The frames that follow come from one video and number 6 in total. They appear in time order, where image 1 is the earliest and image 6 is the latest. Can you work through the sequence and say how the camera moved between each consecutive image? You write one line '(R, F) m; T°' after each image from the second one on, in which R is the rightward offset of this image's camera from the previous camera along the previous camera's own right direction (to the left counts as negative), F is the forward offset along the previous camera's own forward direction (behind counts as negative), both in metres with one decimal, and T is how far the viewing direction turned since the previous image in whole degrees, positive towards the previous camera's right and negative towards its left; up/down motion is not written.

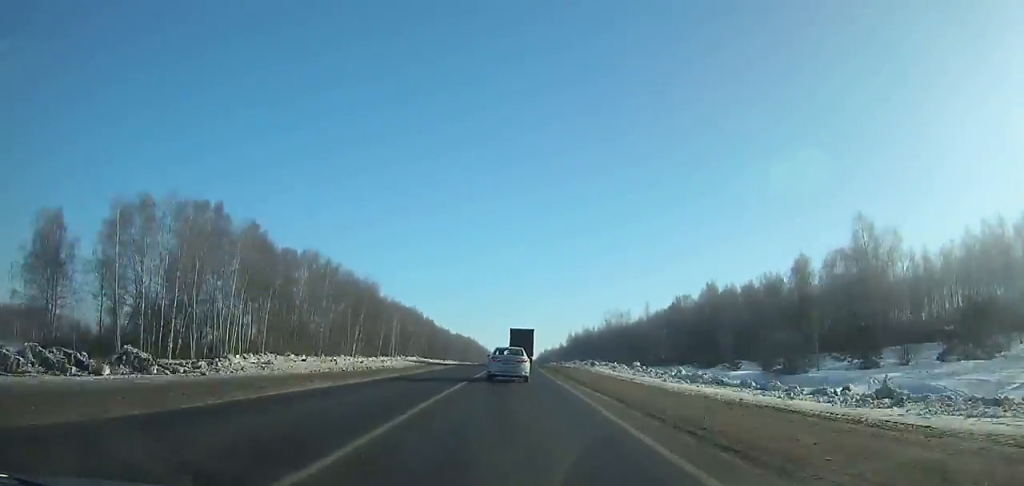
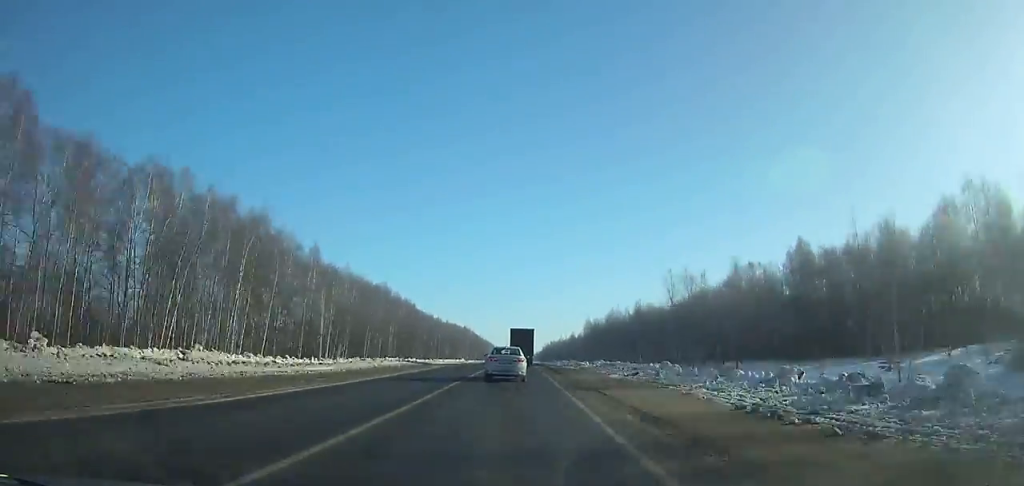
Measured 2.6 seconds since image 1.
(+0.1, +53.0) m; 0°
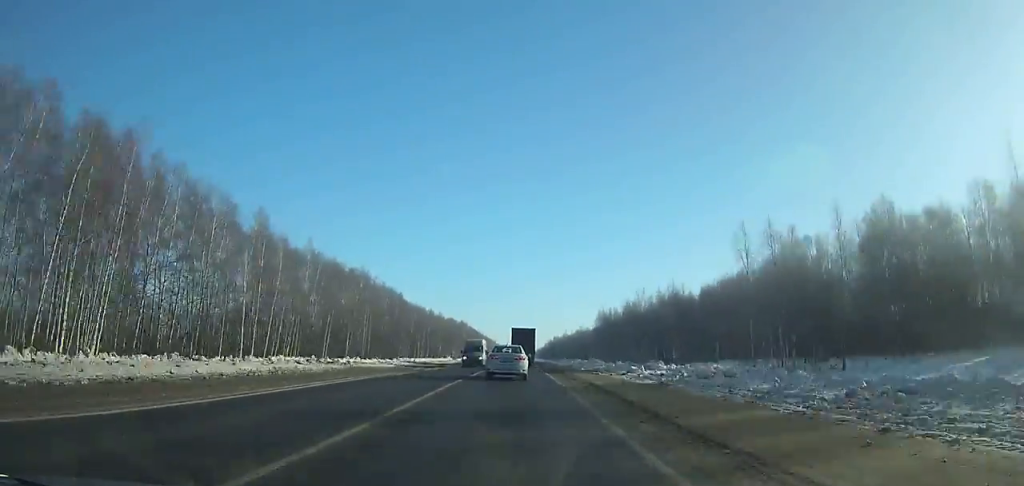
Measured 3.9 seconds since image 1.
(0.0, +26.4) m; 0°
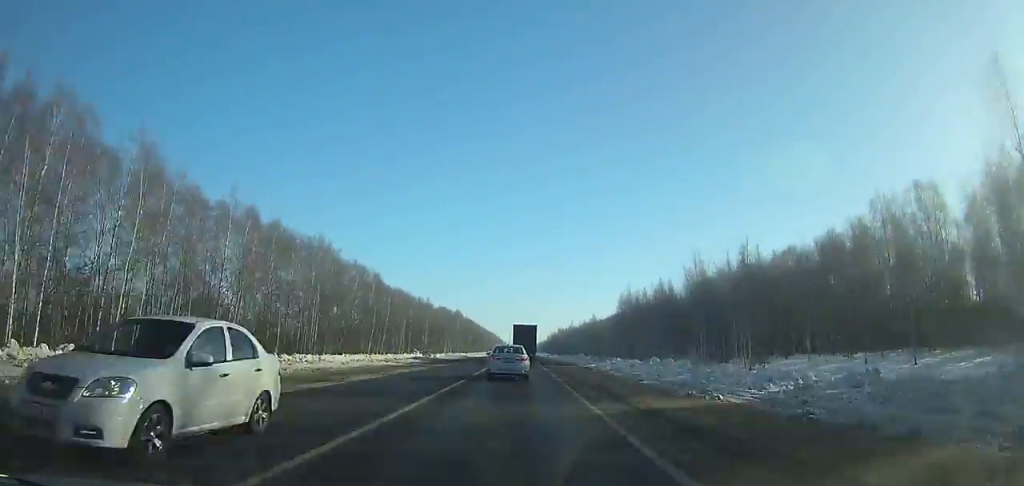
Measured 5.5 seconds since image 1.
(-0.2, +32.4) m; 0°
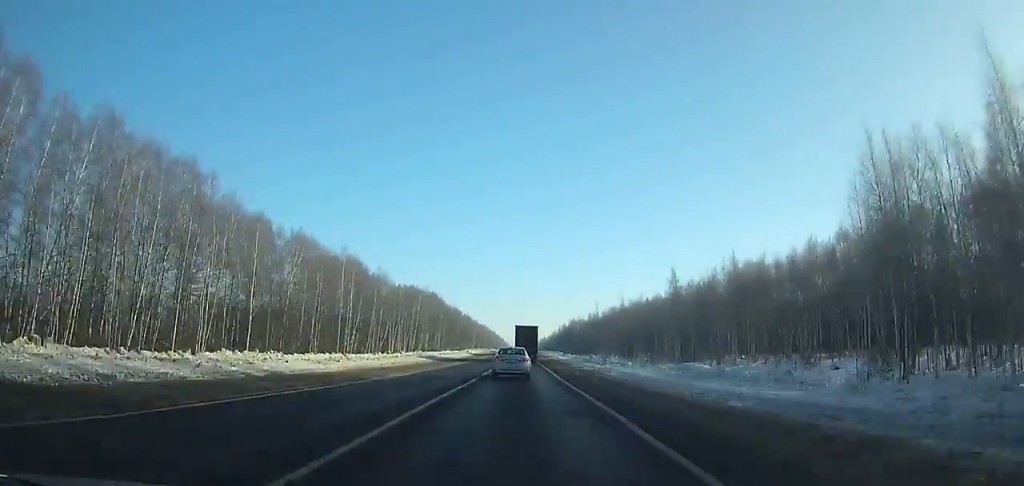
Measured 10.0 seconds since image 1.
(-0.3, +90.9) m; 0°
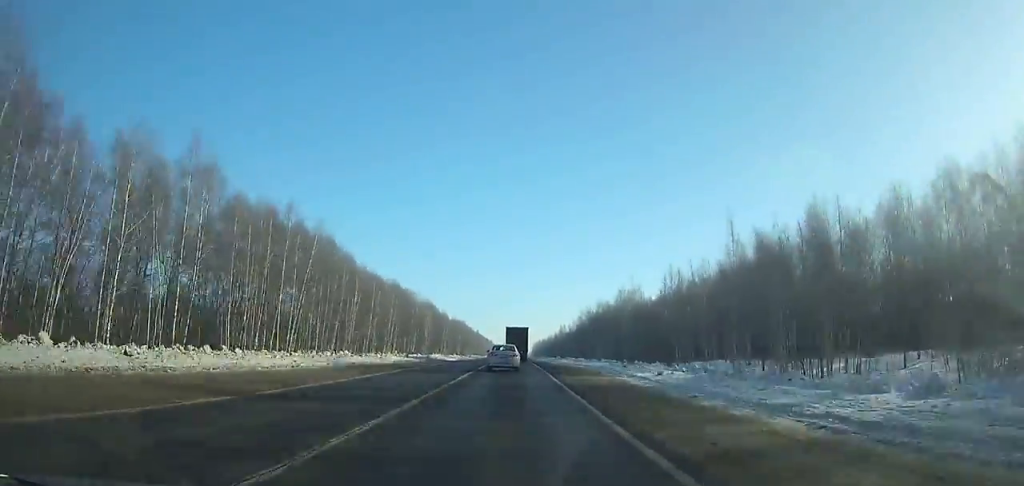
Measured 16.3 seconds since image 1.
(+1.4, +127.4) m; +1°
